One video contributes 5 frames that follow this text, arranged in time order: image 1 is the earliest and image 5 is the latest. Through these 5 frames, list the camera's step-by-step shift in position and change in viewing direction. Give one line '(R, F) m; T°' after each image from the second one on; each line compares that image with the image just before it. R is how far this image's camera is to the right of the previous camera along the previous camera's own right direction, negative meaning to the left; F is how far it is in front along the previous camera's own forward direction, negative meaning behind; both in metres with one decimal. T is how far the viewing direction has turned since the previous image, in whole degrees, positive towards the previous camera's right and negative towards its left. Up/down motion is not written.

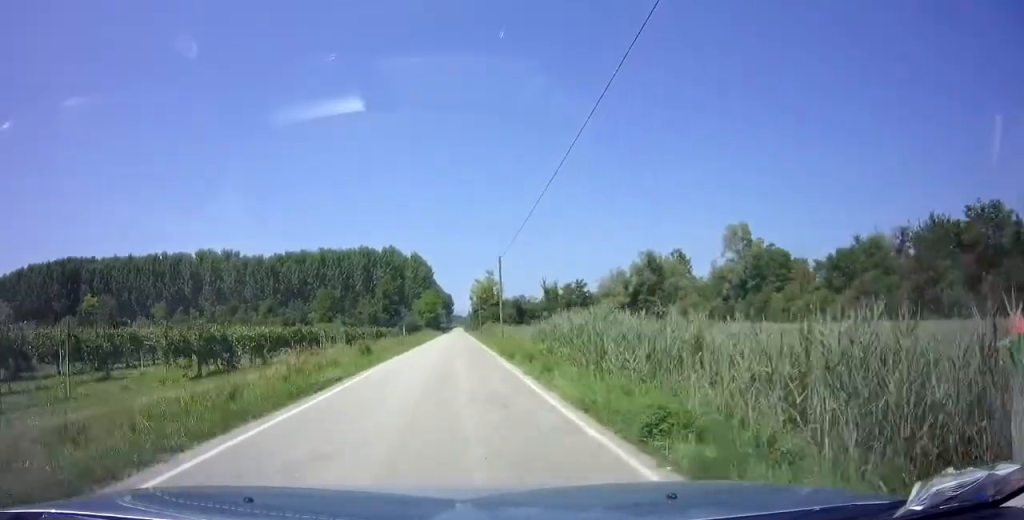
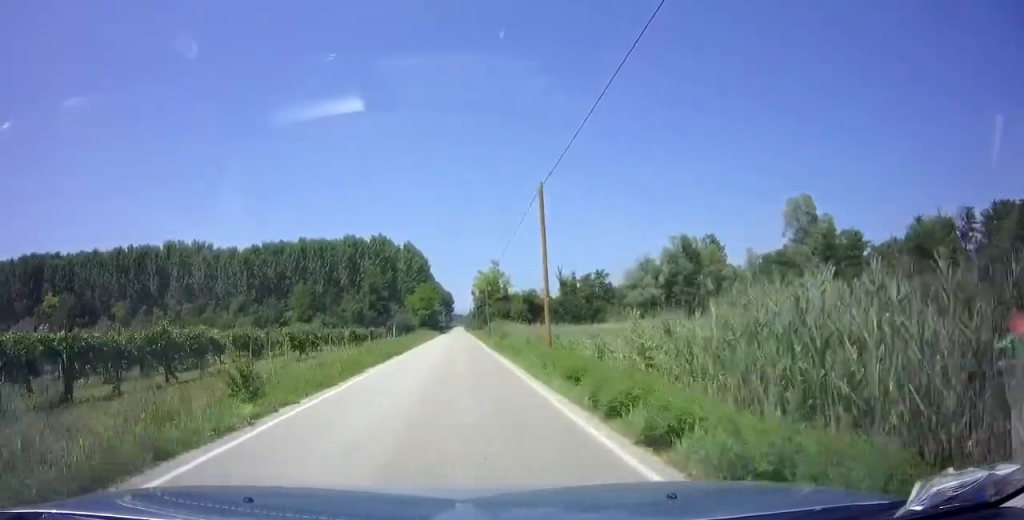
(0.0, +18.0) m; 0°
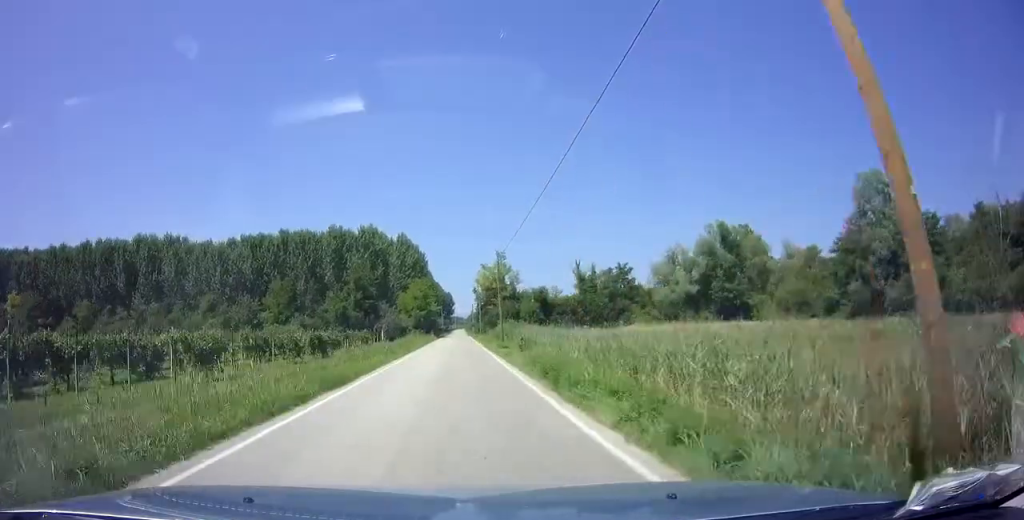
(0.0, +14.5) m; 0°
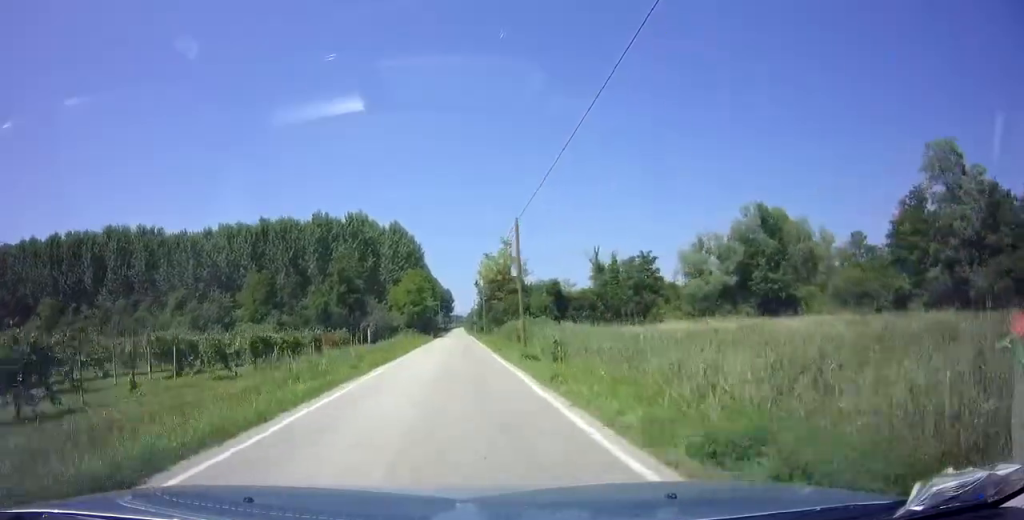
(0.0, +11.6) m; 0°
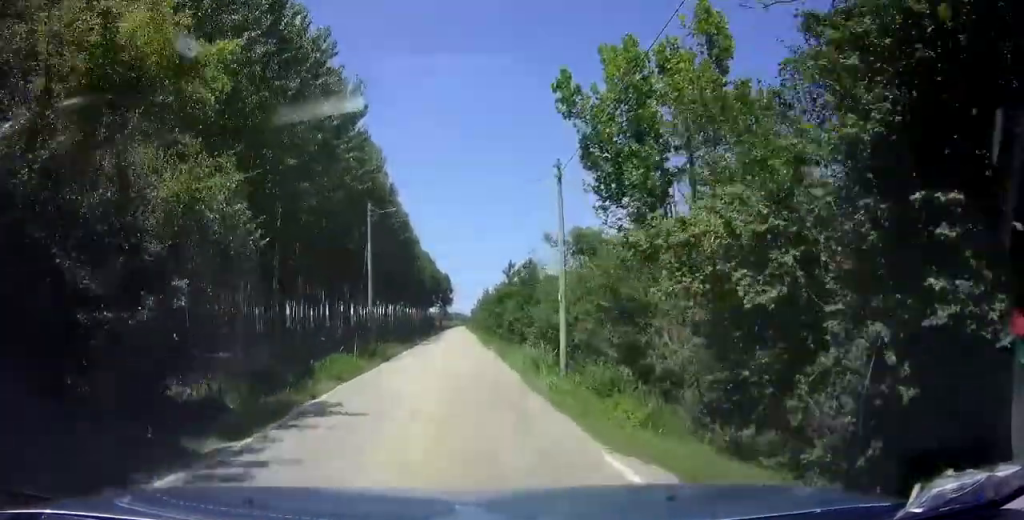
(-0.4, +78.8) m; 0°
